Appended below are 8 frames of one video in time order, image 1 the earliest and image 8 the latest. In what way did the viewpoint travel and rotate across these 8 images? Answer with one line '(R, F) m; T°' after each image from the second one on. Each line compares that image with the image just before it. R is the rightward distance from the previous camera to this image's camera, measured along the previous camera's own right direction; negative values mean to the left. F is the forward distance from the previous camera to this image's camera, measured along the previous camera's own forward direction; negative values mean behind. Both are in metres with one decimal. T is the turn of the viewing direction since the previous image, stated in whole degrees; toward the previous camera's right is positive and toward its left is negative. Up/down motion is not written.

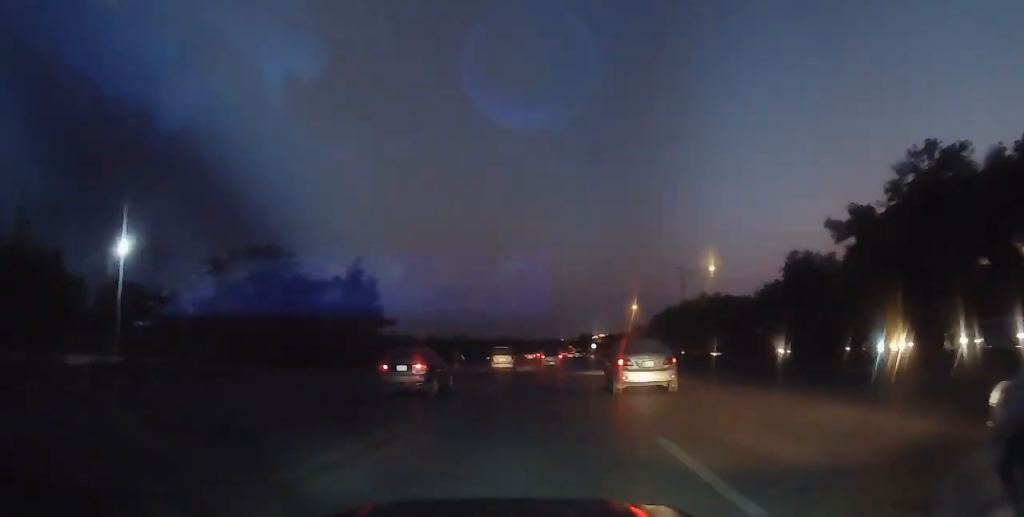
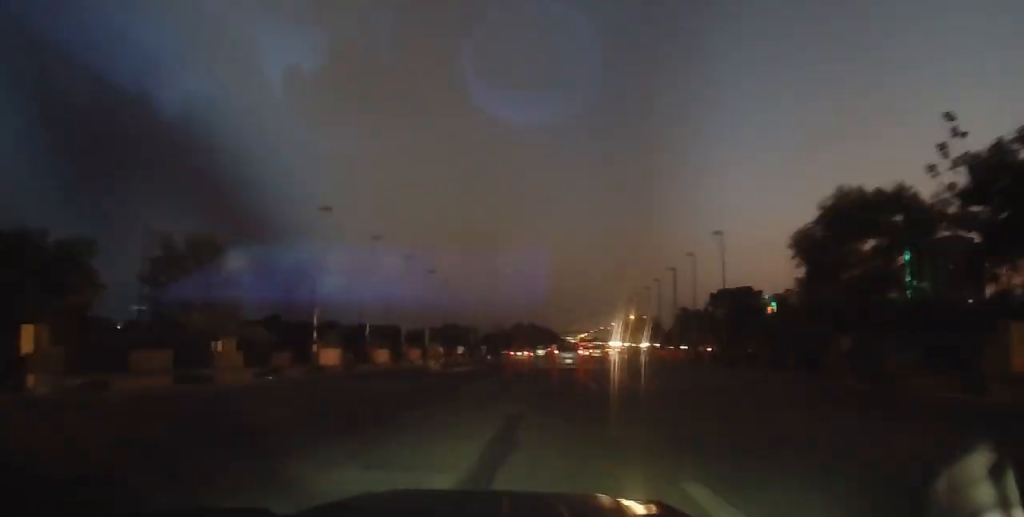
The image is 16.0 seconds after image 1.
(-0.5, +216.9) m; +2°
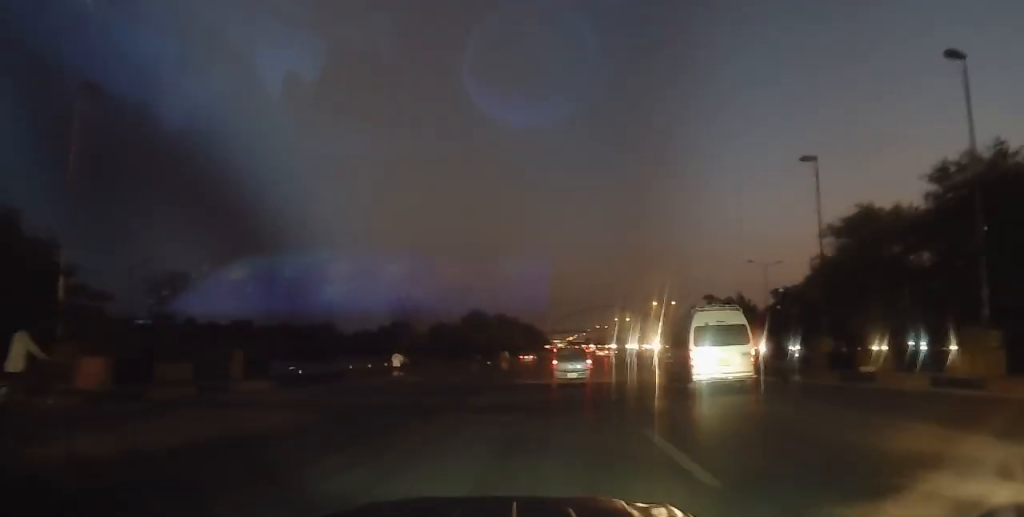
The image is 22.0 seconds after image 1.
(+1.3, +76.2) m; +2°
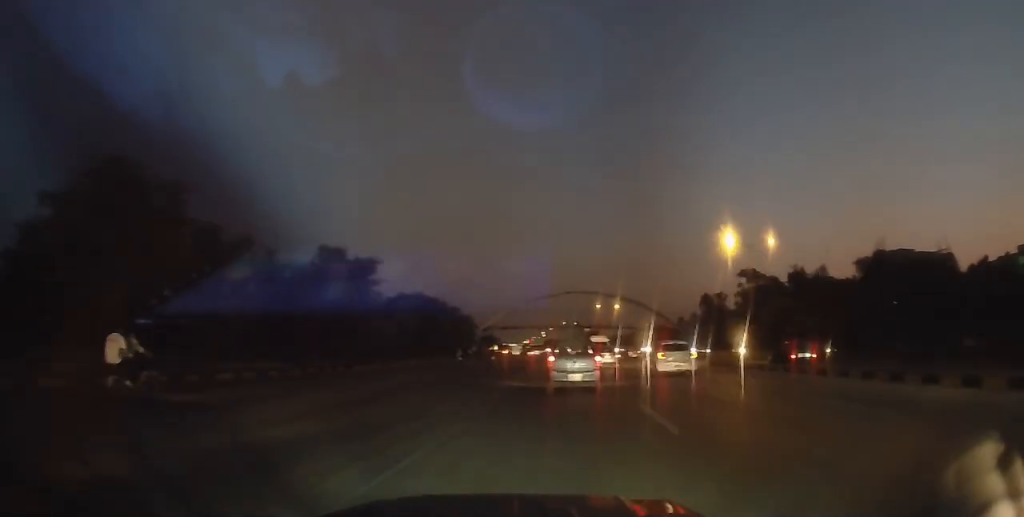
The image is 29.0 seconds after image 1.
(+2.6, +85.4) m; +1°
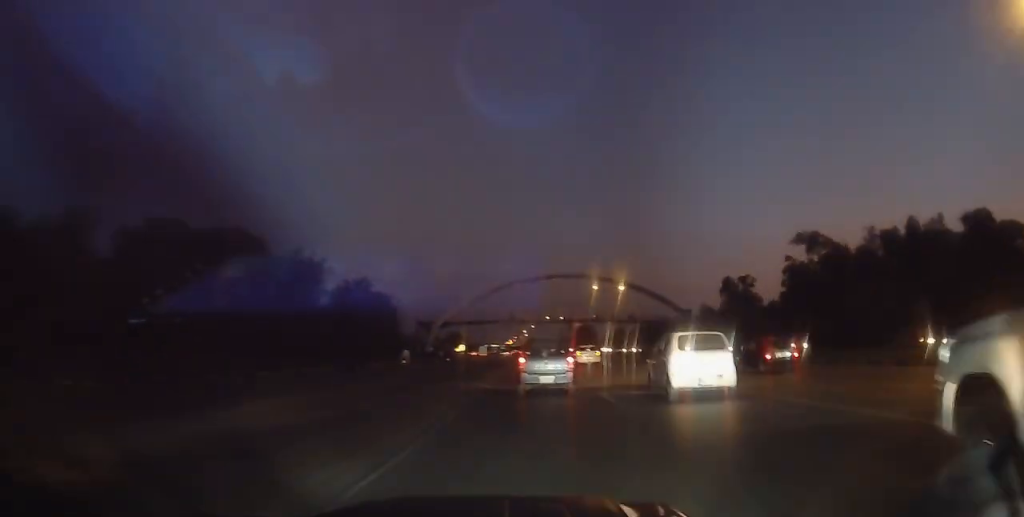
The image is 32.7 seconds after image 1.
(-0.4, +43.1) m; -1°
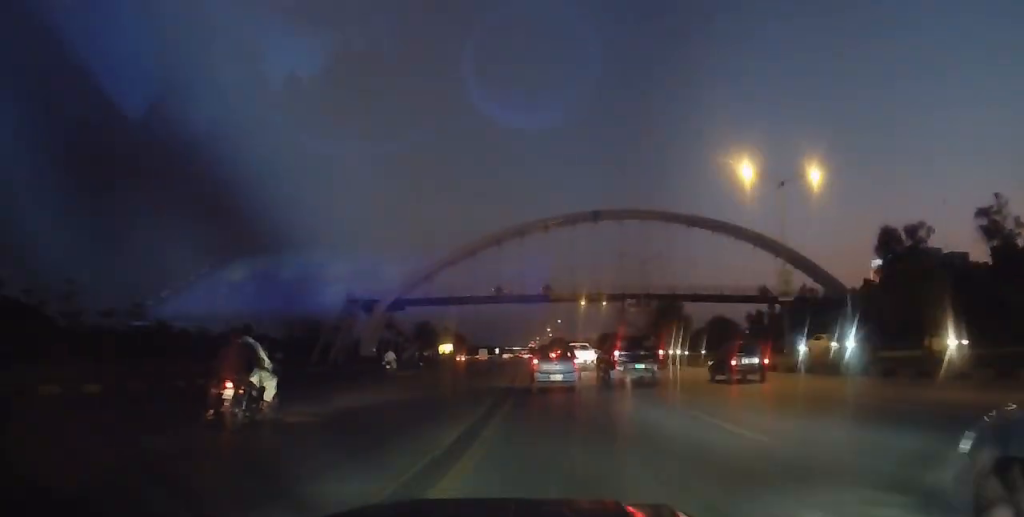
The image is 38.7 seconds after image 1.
(-0.6, +70.4) m; -1°
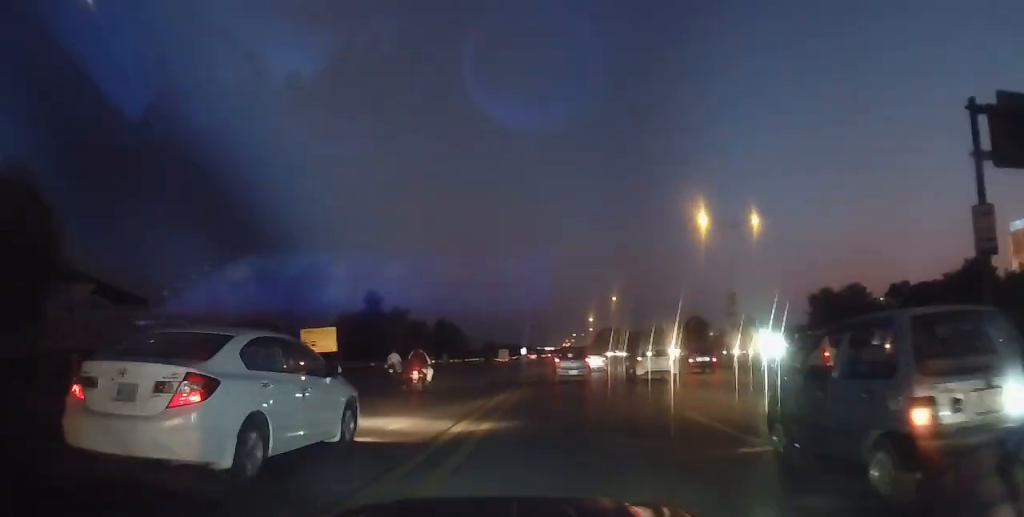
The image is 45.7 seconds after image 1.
(-1.4, +81.9) m; -1°
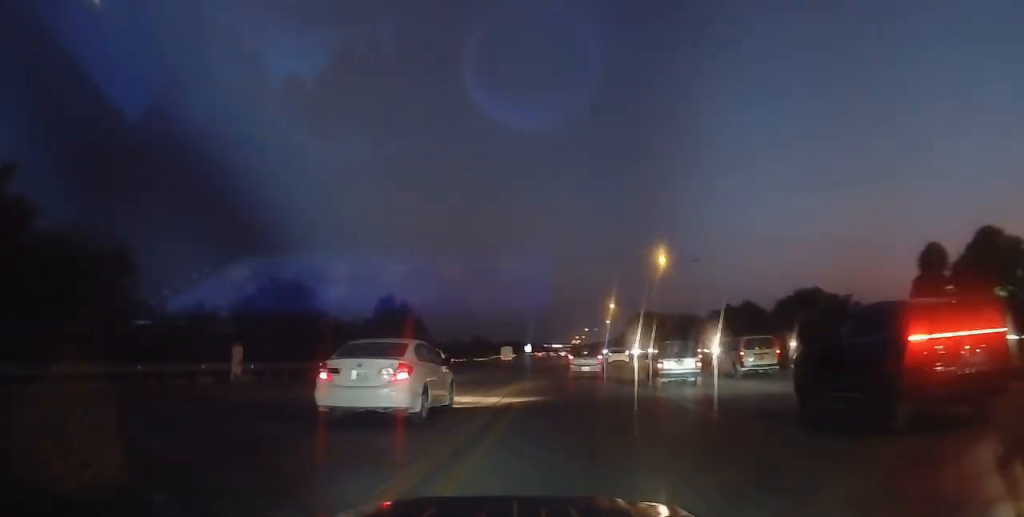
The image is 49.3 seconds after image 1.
(0.0, +43.5) m; 0°
